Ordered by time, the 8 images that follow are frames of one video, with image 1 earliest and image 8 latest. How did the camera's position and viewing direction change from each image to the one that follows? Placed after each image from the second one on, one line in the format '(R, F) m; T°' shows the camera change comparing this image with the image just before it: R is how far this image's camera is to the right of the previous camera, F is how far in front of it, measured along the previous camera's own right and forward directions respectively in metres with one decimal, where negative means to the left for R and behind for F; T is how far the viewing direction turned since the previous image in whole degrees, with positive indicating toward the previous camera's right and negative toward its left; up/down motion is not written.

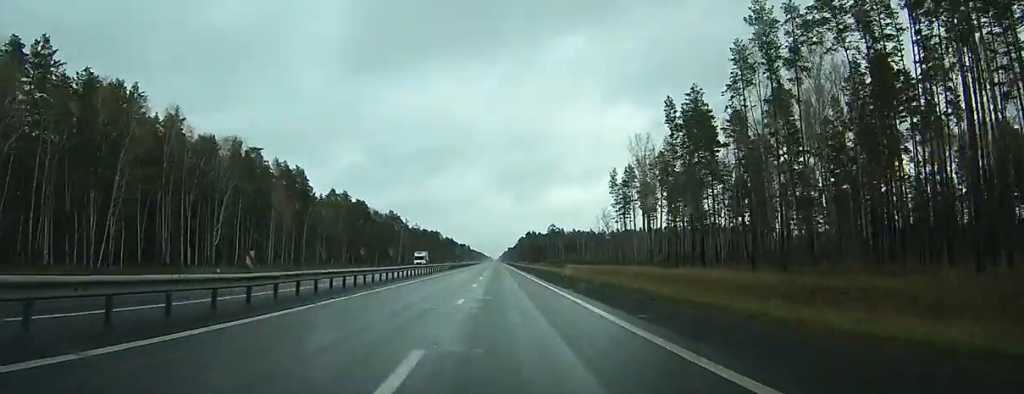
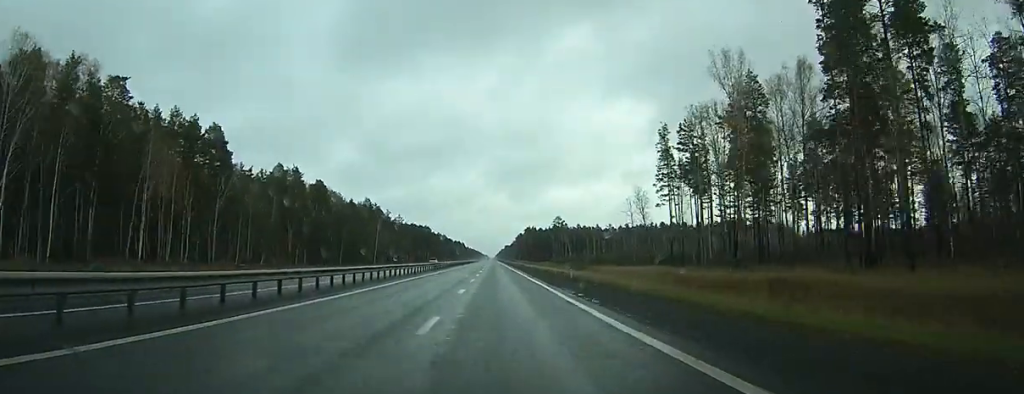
(+0.2, +52.7) m; 0°
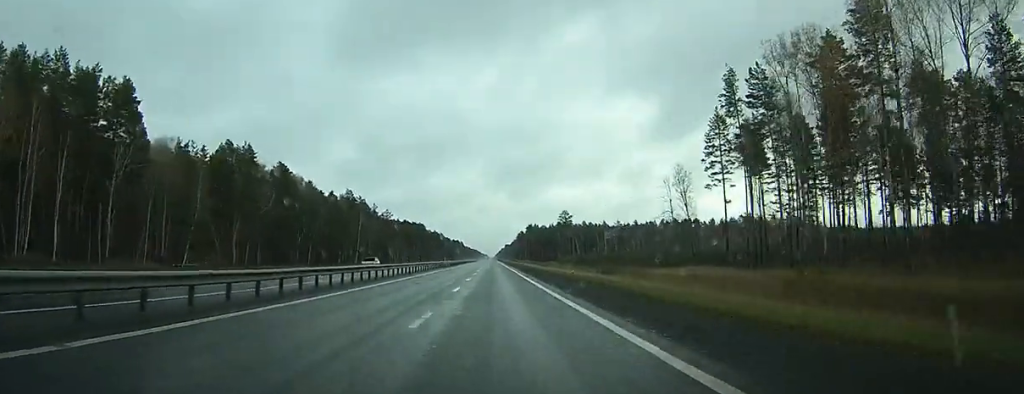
(+0.1, +33.8) m; 0°
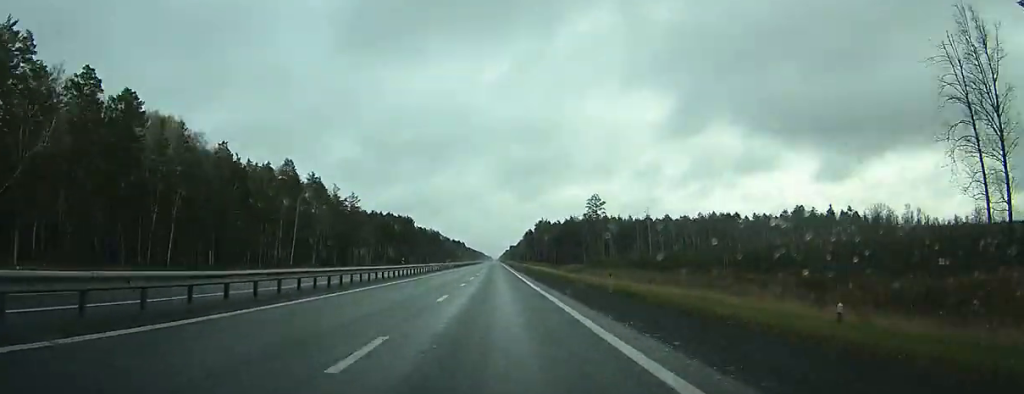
(-0.1, +82.9) m; 0°
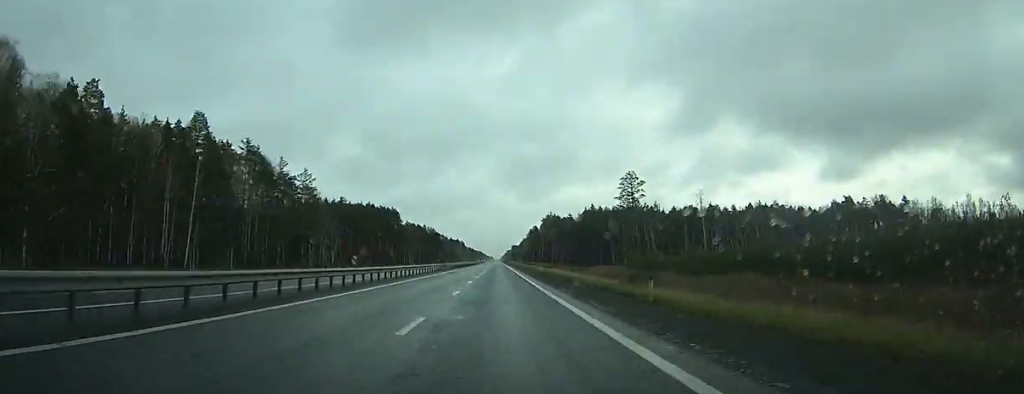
(-0.2, +58.4) m; 0°
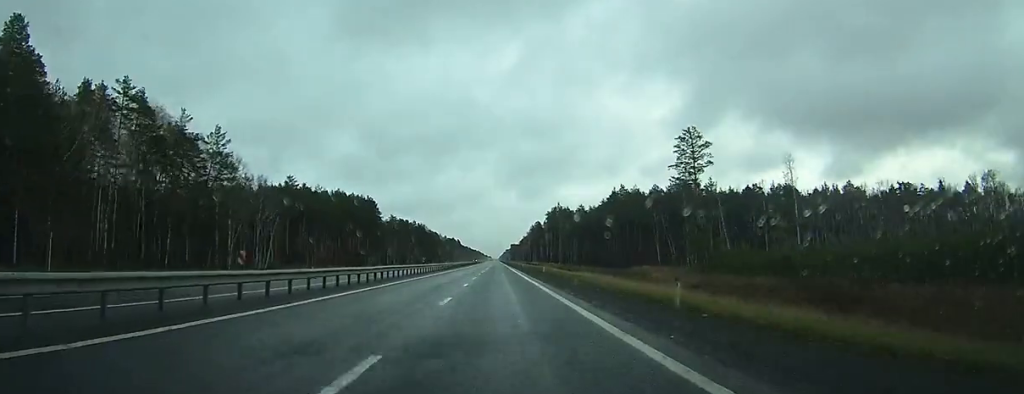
(0.0, +52.4) m; 0°
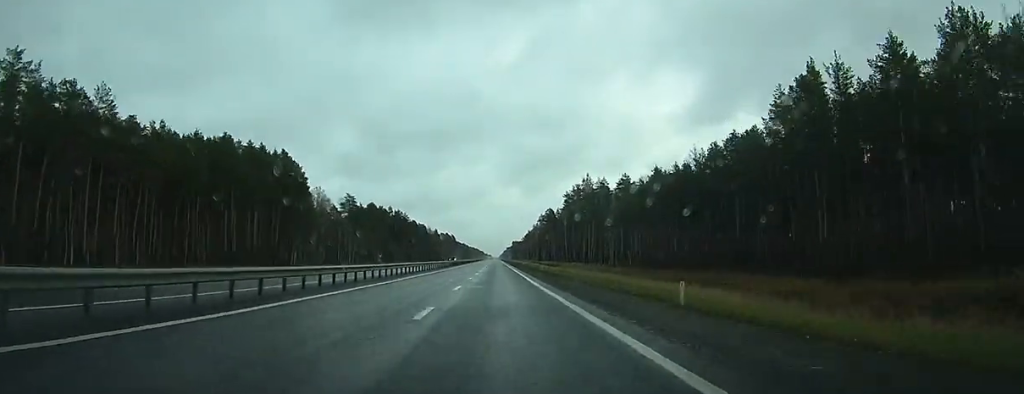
(+0.2, +94.1) m; 0°
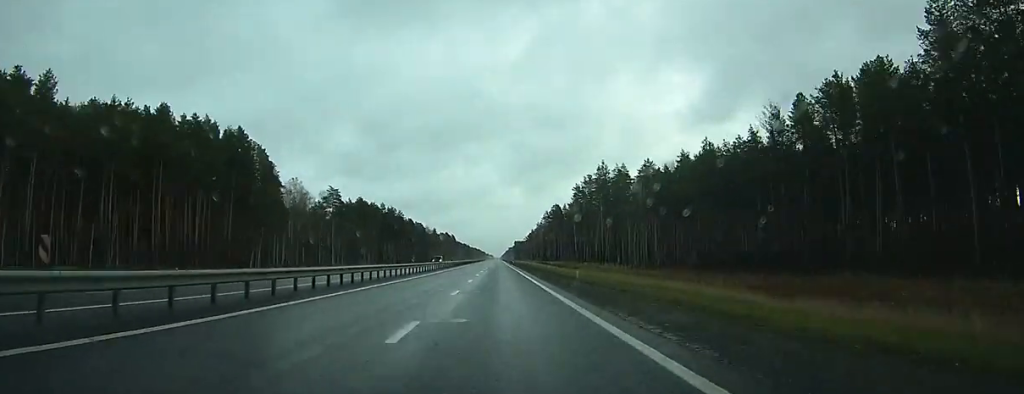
(0.0, +26.5) m; 0°
